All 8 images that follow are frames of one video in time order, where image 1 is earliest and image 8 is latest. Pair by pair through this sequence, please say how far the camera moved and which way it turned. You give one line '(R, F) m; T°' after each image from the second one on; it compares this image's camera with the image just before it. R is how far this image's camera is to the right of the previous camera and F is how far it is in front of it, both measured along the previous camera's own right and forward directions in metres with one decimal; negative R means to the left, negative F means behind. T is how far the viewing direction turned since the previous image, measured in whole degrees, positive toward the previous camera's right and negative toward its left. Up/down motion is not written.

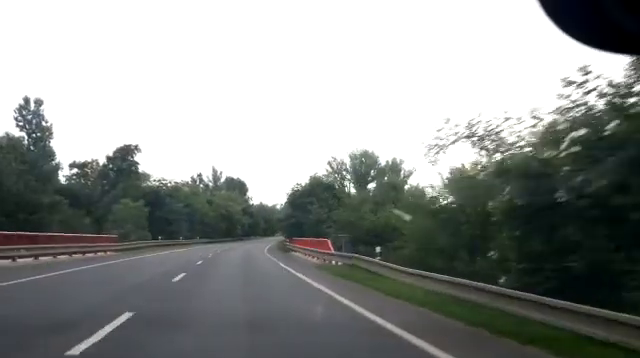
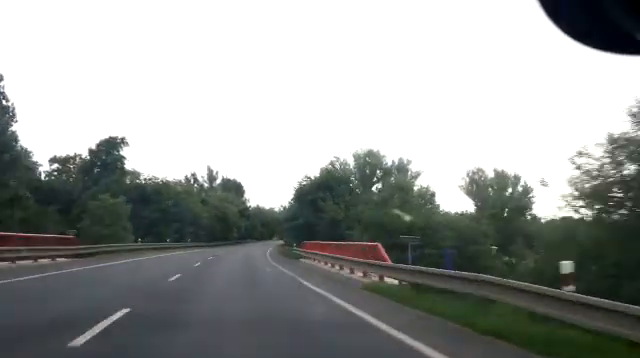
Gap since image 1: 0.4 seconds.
(0.0, +8.5) m; +1°
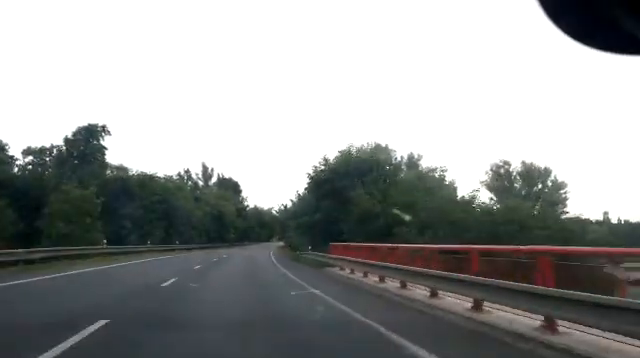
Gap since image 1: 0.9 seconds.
(+0.1, +9.9) m; +1°
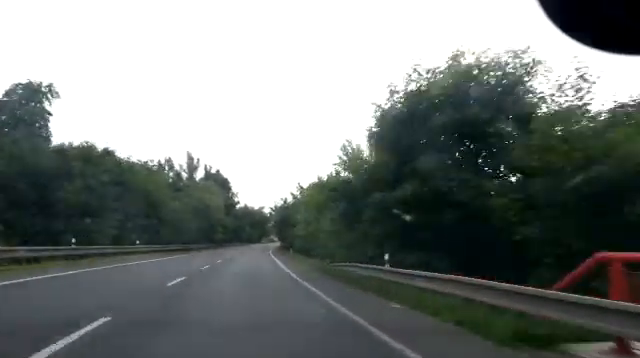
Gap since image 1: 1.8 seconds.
(+0.3, +17.6) m; +1°
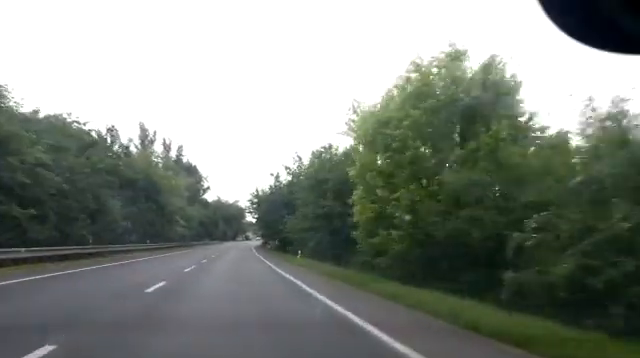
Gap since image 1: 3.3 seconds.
(+0.3, +28.6) m; +3°
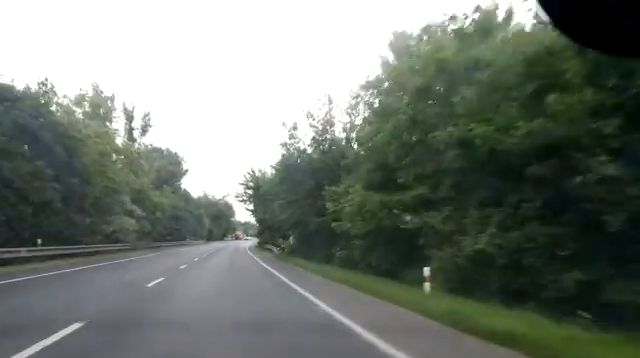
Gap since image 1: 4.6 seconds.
(+0.7, +24.6) m; +1°
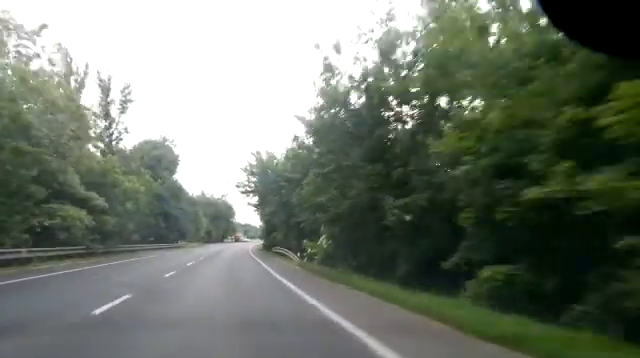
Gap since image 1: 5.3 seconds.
(-0.1, +13.5) m; 0°
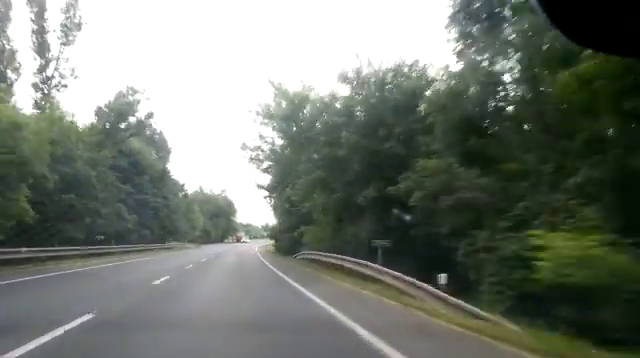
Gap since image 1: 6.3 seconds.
(+0.3, +20.6) m; +1°
